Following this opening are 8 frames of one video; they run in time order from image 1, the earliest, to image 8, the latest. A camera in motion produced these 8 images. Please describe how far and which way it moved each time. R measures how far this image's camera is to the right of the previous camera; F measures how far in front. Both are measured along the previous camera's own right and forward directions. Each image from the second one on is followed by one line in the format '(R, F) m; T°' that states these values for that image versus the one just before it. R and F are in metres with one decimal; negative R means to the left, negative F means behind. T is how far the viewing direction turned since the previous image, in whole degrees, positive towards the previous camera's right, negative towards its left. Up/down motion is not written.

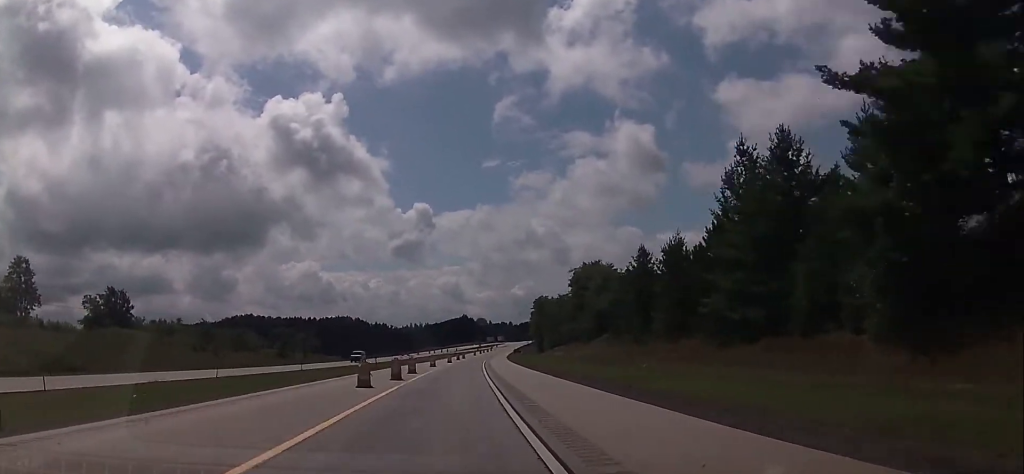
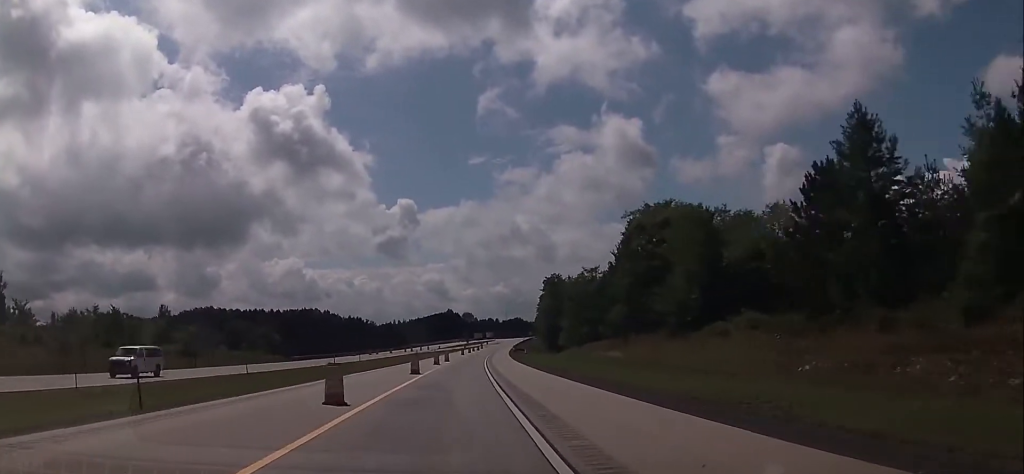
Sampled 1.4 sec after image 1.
(+1.0, +41.5) m; +2°
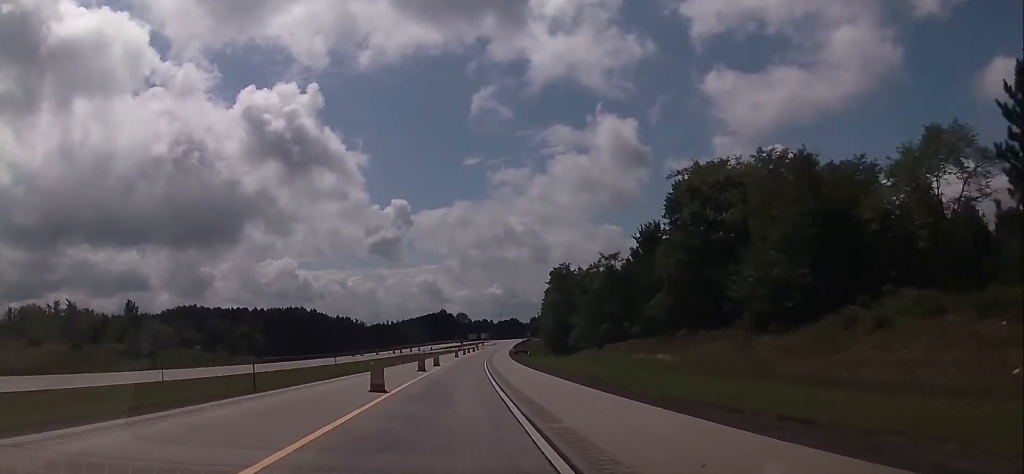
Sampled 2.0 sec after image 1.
(+0.1, +15.4) m; 0°
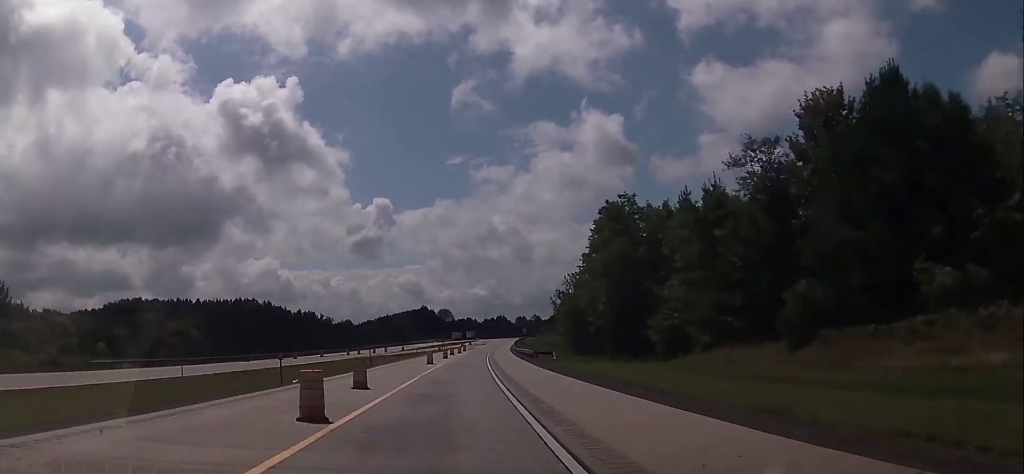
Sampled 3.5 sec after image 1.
(+0.1, +45.3) m; +1°
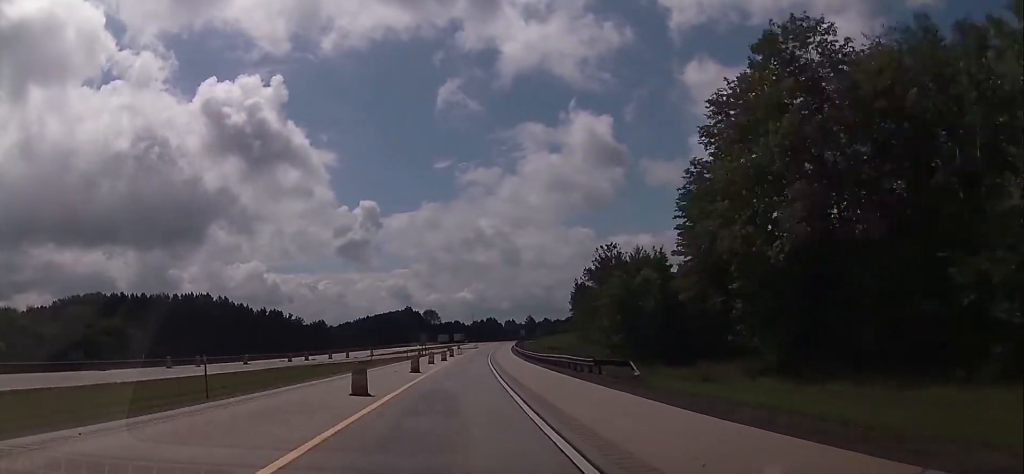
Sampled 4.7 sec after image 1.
(+0.5, +32.9) m; +1°
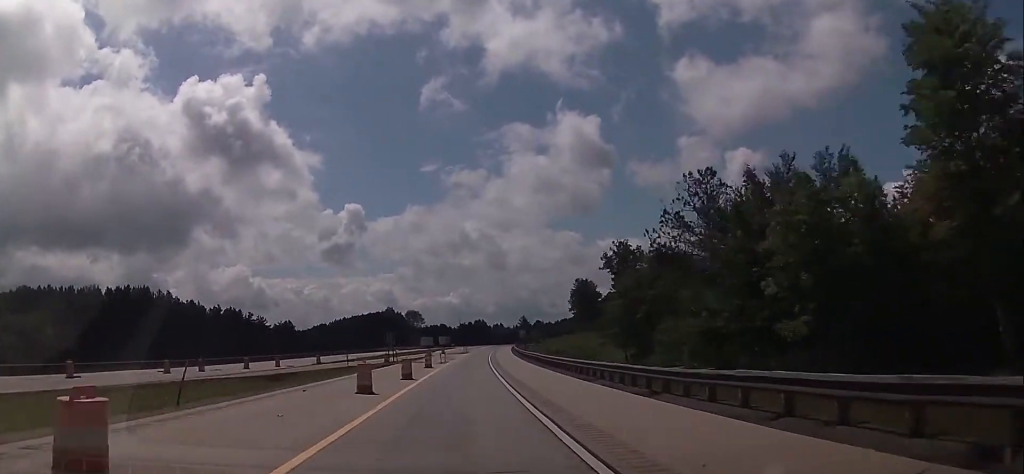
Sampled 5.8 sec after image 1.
(+0.3, +33.3) m; +1°
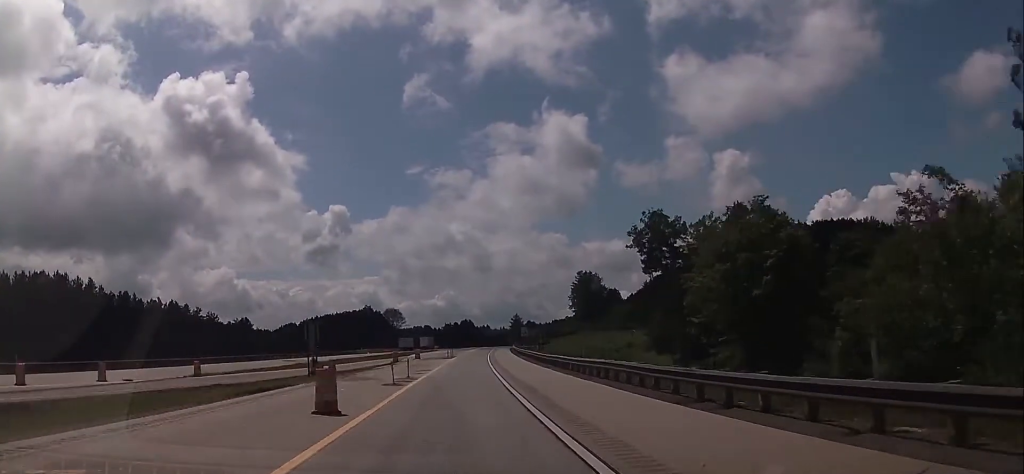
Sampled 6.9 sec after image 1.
(+0.5, +33.4) m; +1°
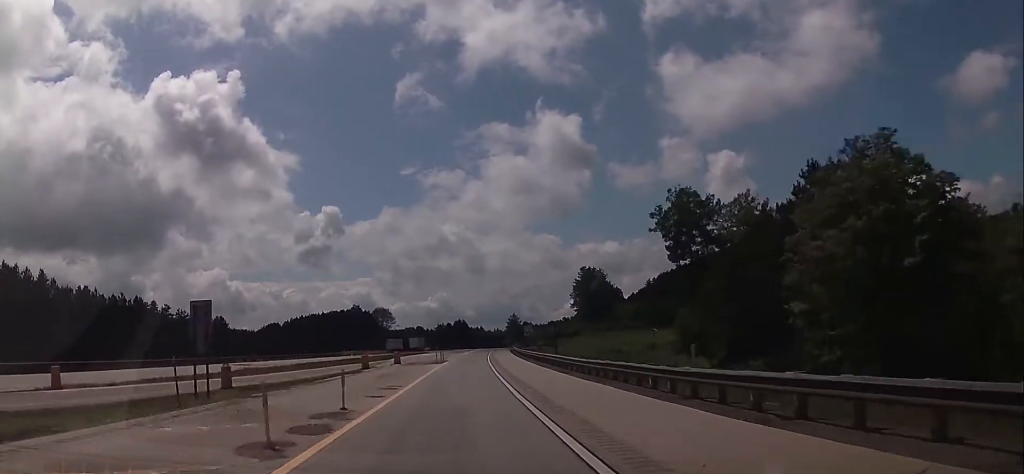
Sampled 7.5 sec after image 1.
(+0.1, +16.7) m; 0°
